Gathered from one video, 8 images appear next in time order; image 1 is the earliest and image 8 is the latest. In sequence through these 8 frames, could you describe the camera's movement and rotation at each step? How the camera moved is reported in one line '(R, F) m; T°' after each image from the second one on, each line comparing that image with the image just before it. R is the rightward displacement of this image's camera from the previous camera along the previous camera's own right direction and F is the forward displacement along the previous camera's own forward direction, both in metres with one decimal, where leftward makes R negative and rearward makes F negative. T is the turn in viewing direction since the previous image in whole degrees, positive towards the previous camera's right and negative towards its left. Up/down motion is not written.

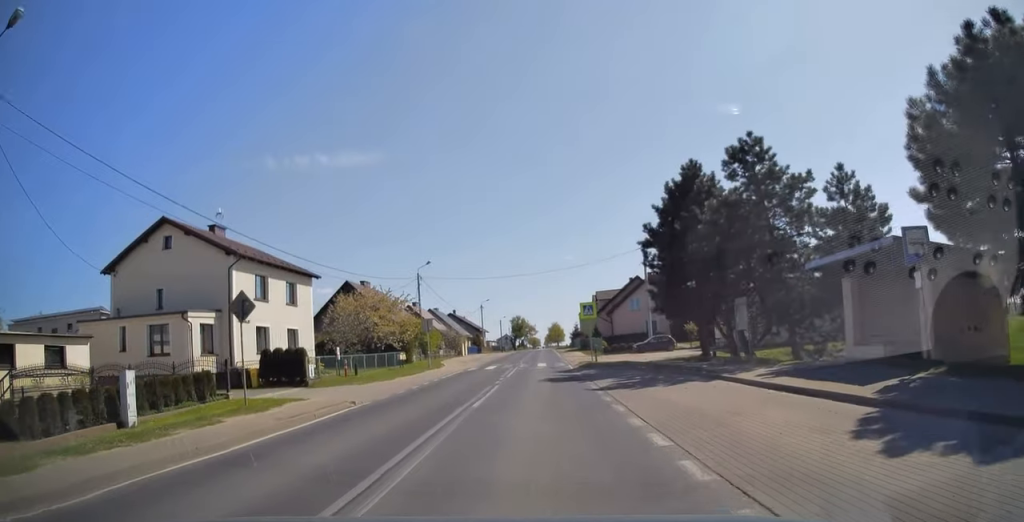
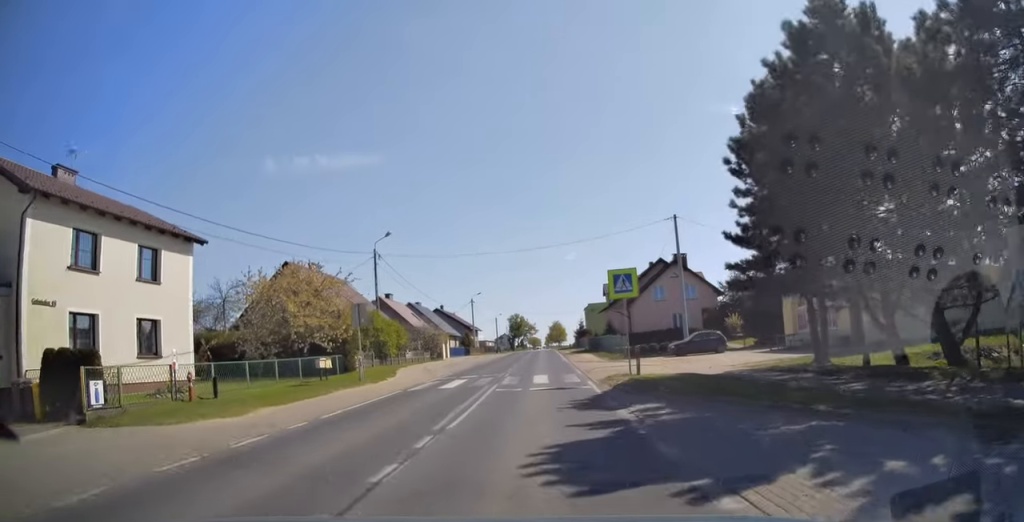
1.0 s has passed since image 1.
(-0.1, +14.9) m; 0°
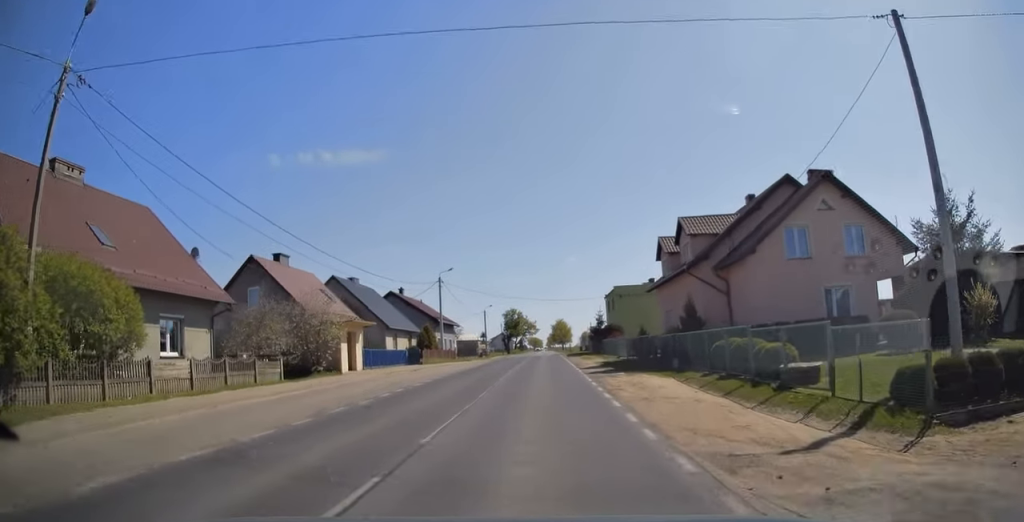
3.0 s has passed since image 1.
(+0.1, +31.1) m; 0°
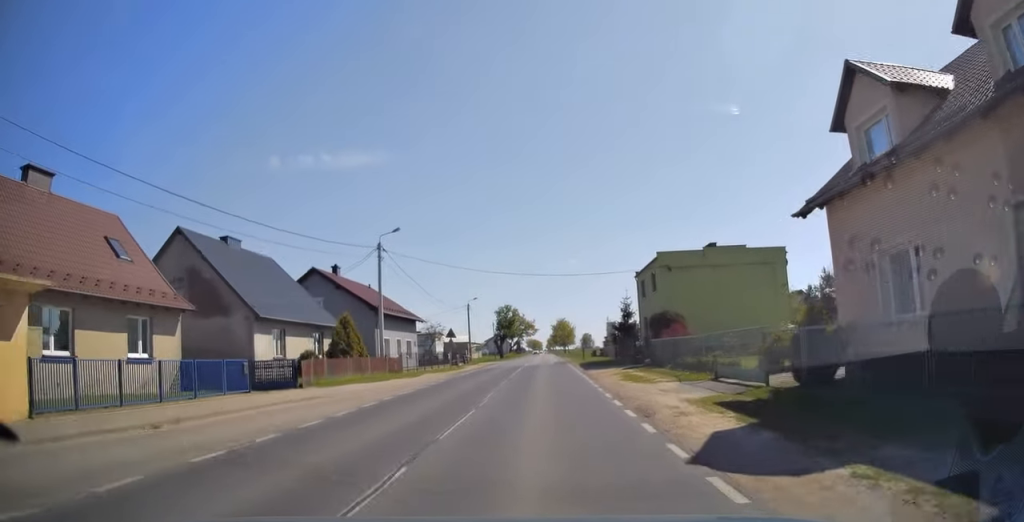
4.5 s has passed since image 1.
(0.0, +23.5) m; 0°
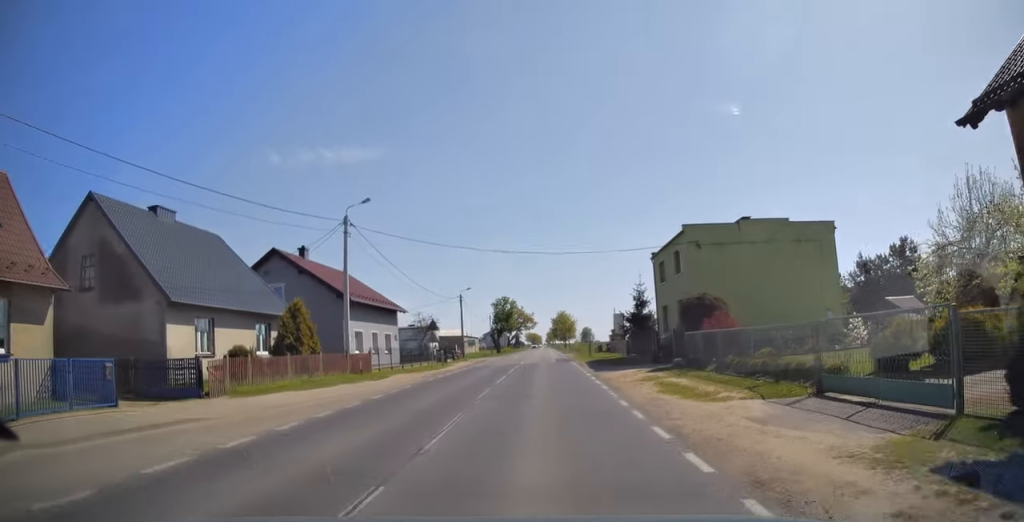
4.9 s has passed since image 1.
(0.0, +7.0) m; 0°
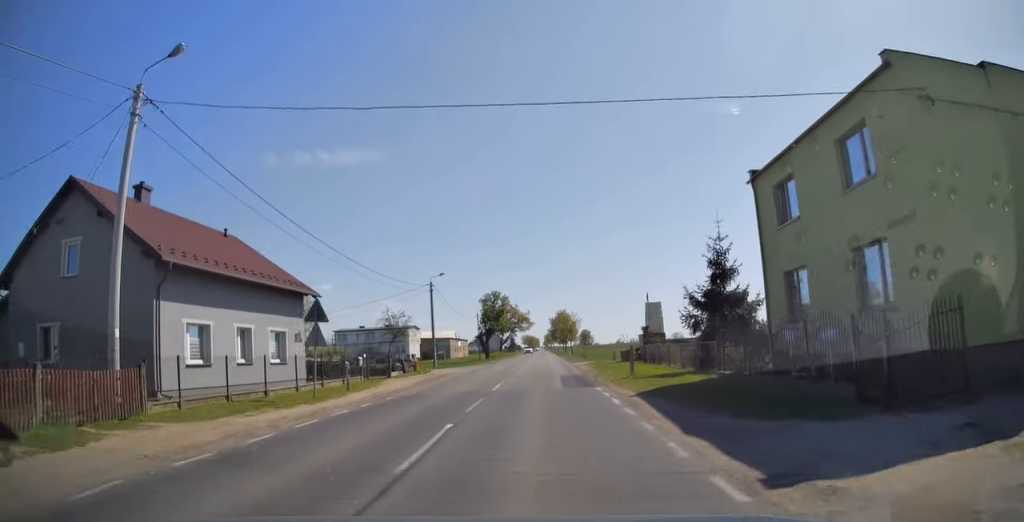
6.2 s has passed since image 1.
(0.0, +19.3) m; 0°
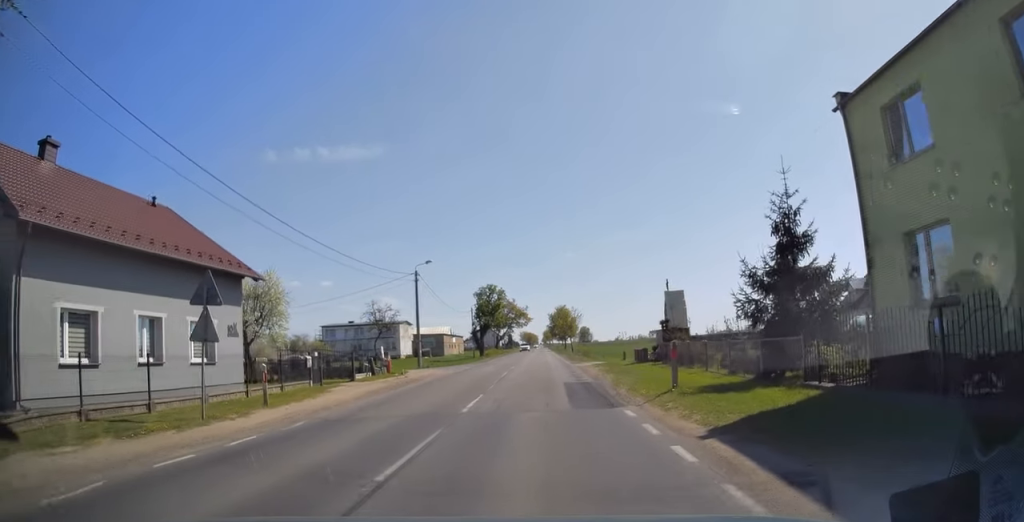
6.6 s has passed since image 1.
(0.0, +6.5) m; 0°
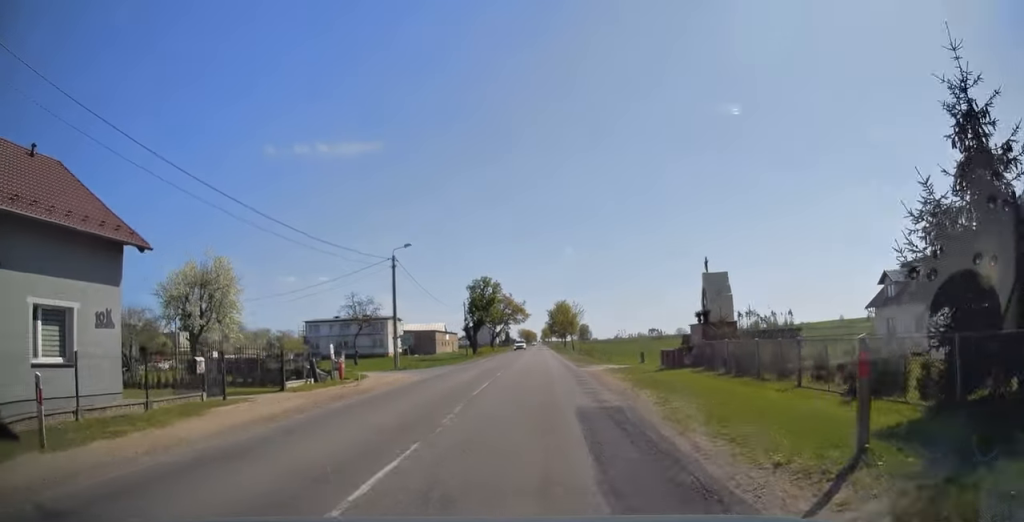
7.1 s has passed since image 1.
(0.0, +7.8) m; 0°
